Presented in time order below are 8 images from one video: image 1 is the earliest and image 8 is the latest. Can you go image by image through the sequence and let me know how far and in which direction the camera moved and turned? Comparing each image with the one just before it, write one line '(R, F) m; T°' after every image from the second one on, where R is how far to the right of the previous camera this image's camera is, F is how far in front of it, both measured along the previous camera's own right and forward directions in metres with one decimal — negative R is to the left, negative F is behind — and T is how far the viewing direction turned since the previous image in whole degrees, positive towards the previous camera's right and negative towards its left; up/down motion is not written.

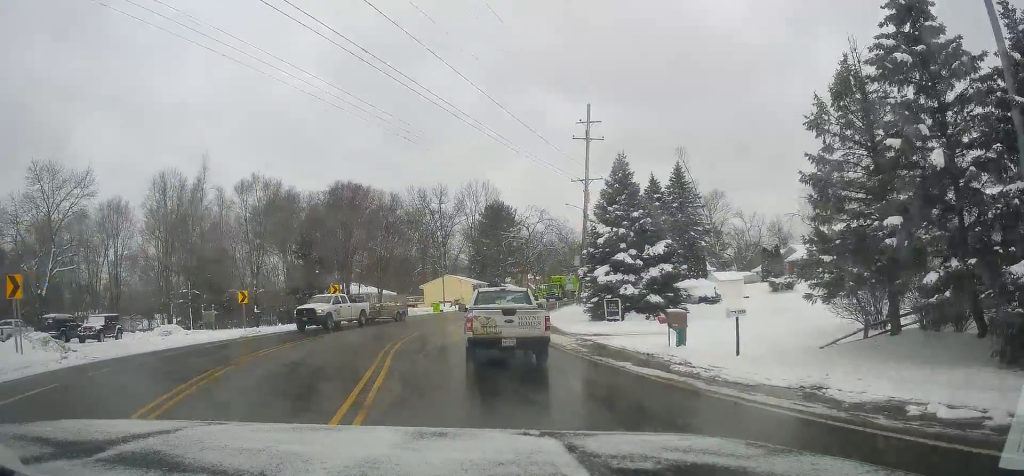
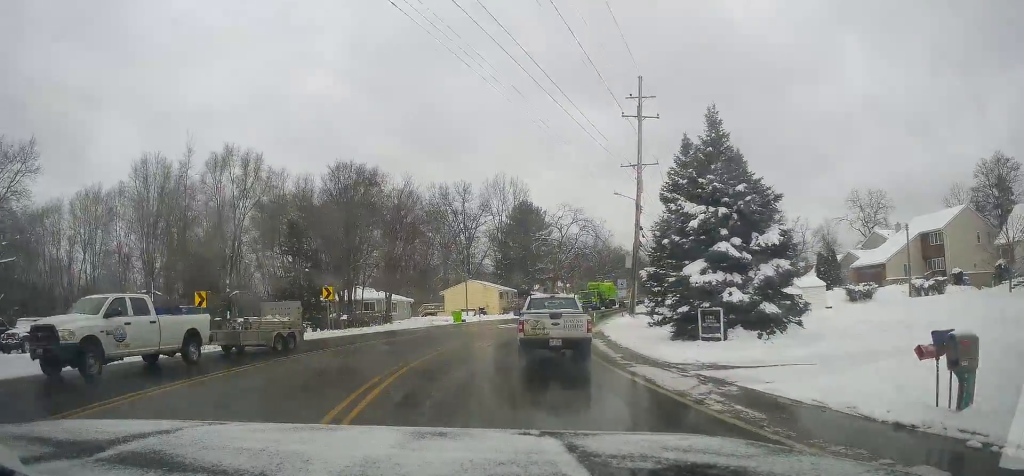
(-0.4, +9.8) m; -7°
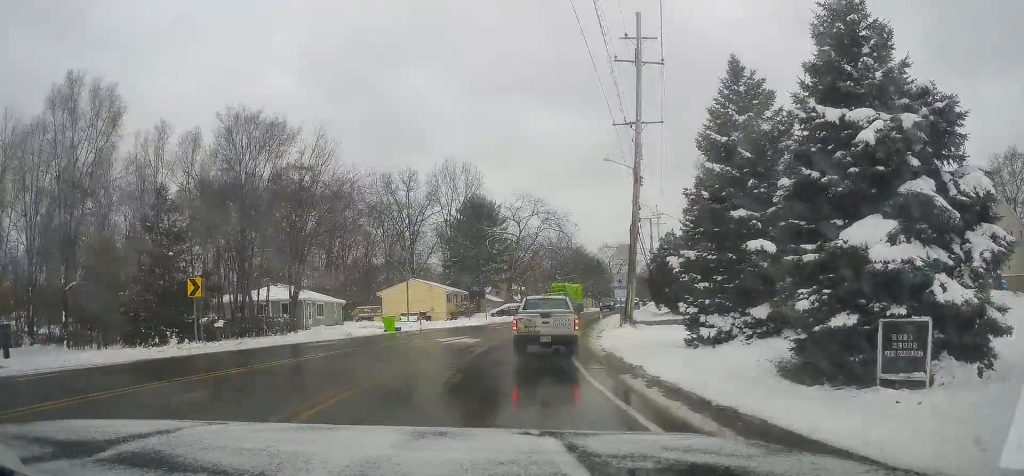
(-0.8, +12.9) m; 0°
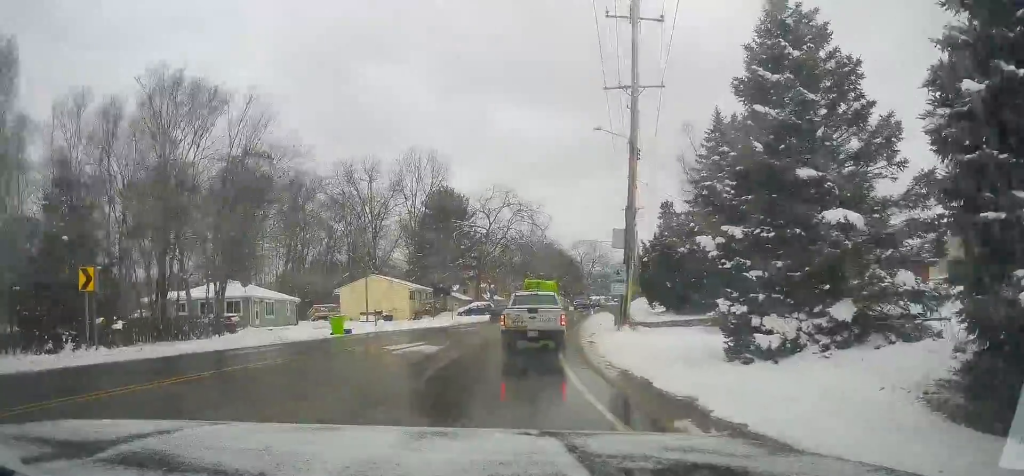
(+0.5, +6.2) m; +4°
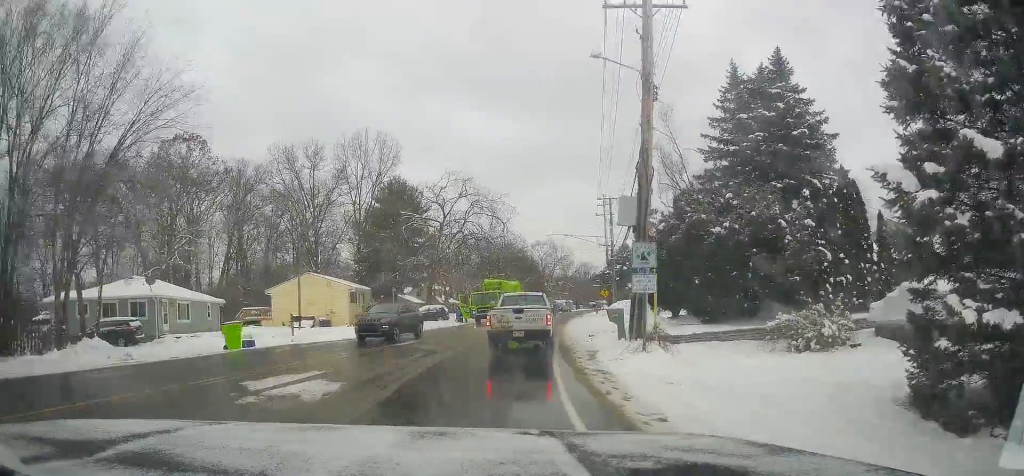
(+0.4, +9.7) m; +4°
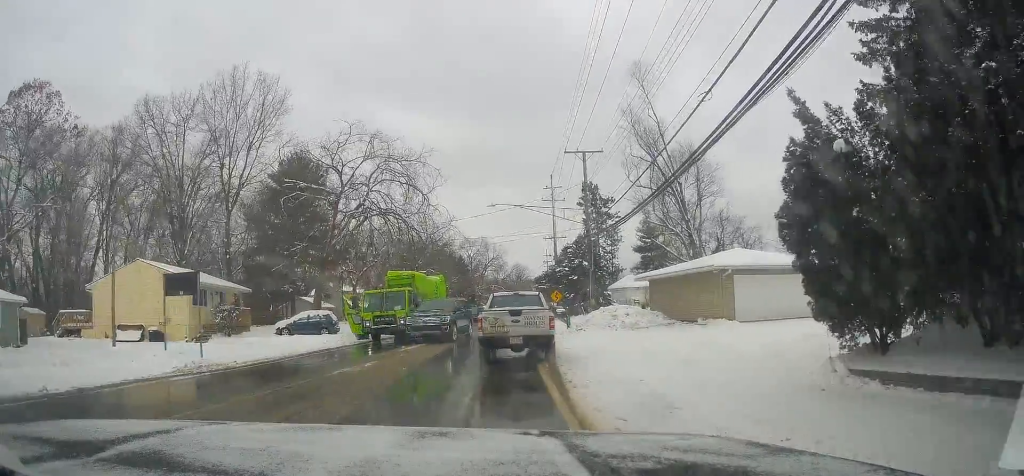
(+1.7, +19.7) m; +10°
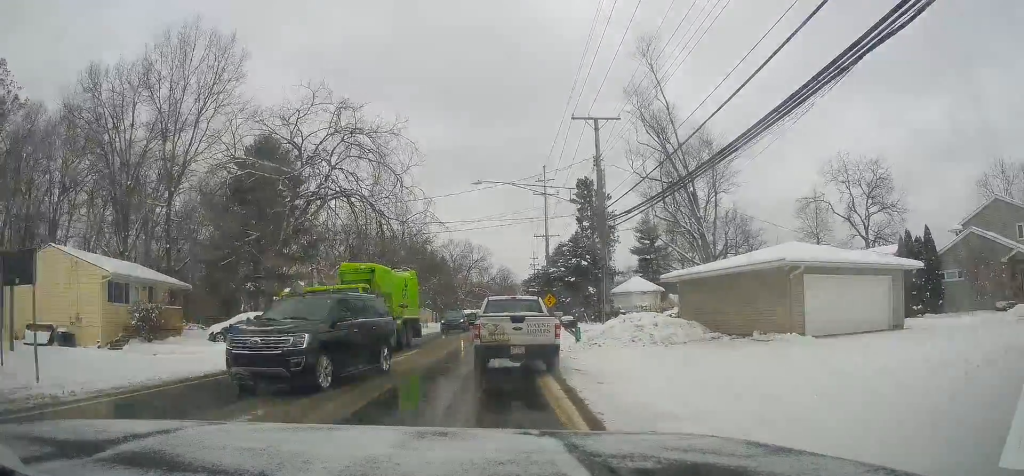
(+0.2, +8.1) m; +1°
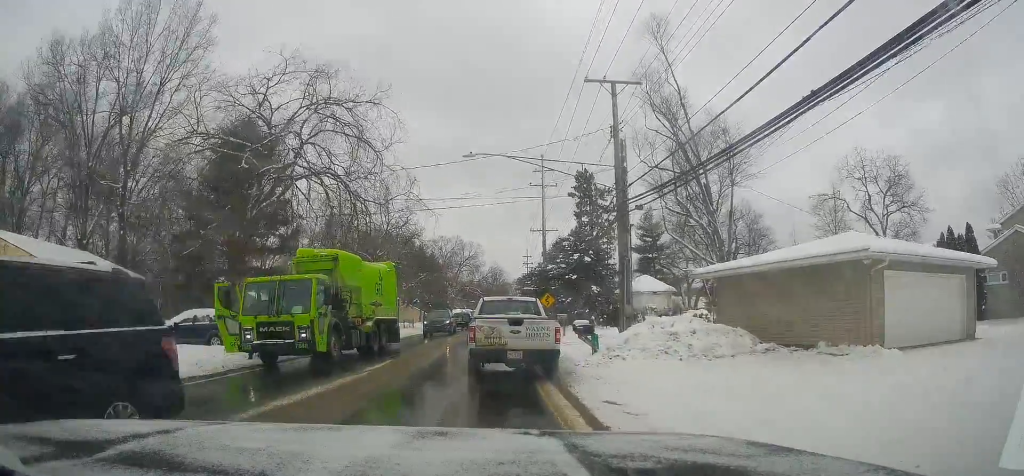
(0.0, +5.4) m; 0°
